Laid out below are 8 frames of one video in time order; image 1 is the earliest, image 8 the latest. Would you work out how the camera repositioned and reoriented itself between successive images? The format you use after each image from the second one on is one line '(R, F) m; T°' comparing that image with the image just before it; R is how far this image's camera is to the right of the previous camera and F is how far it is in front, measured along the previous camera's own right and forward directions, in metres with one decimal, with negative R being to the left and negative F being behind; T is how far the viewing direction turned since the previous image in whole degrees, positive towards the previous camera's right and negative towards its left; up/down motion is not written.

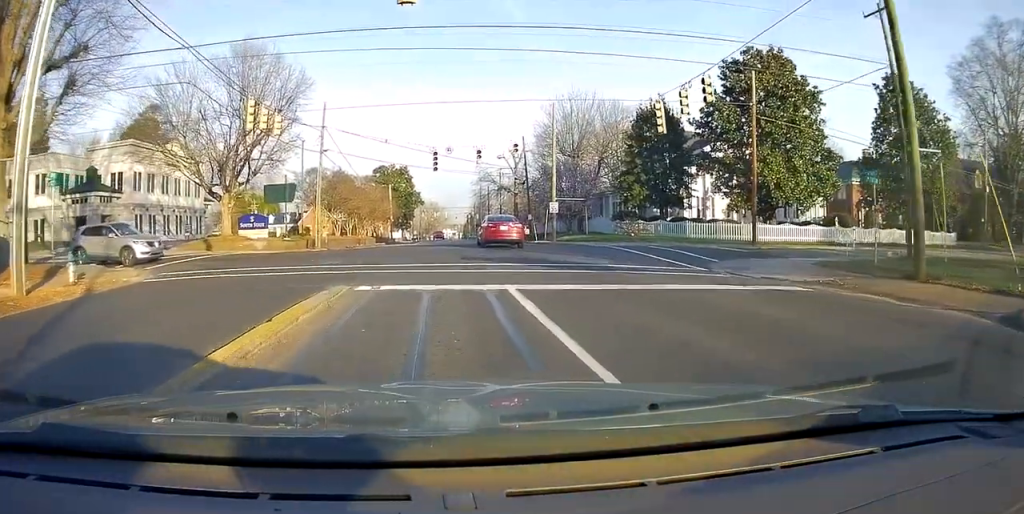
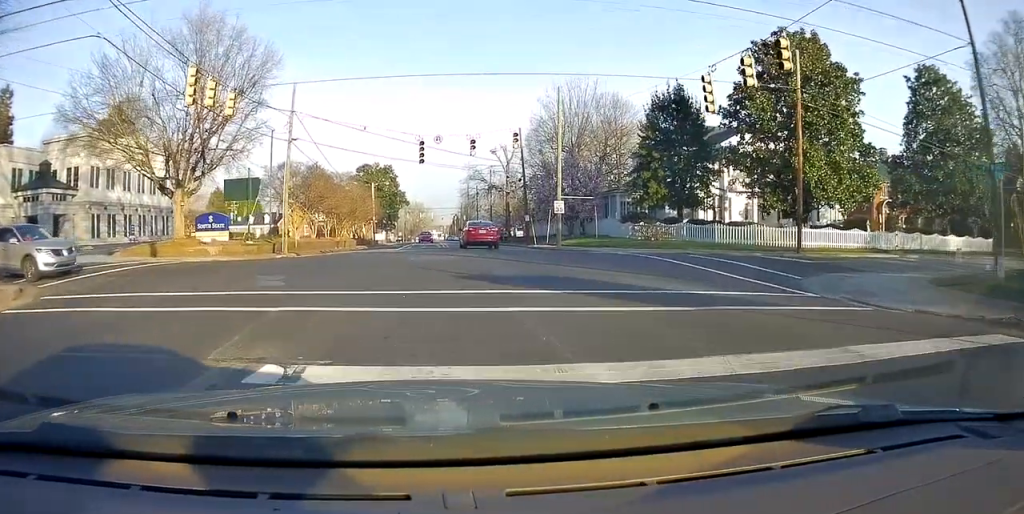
(-0.1, +7.0) m; -3°
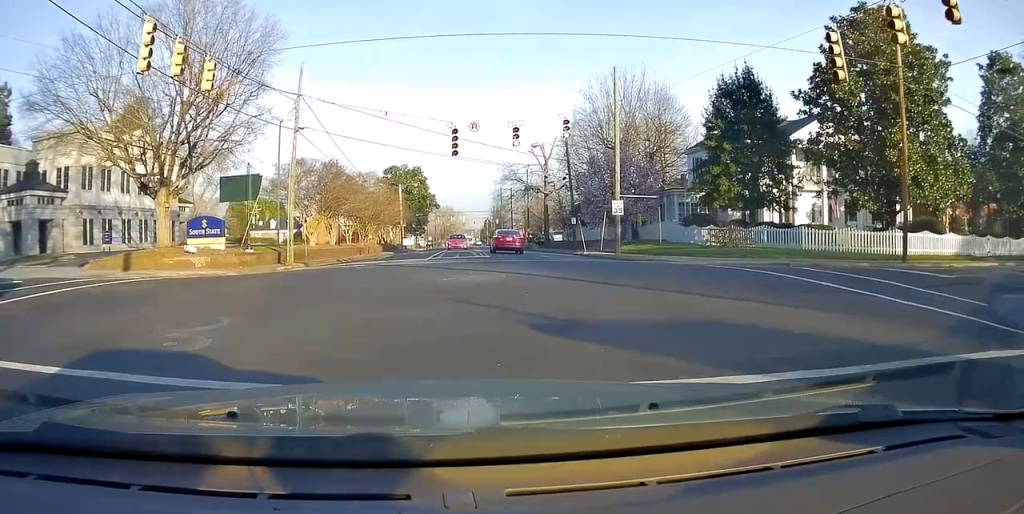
(-0.3, +5.9) m; -7°
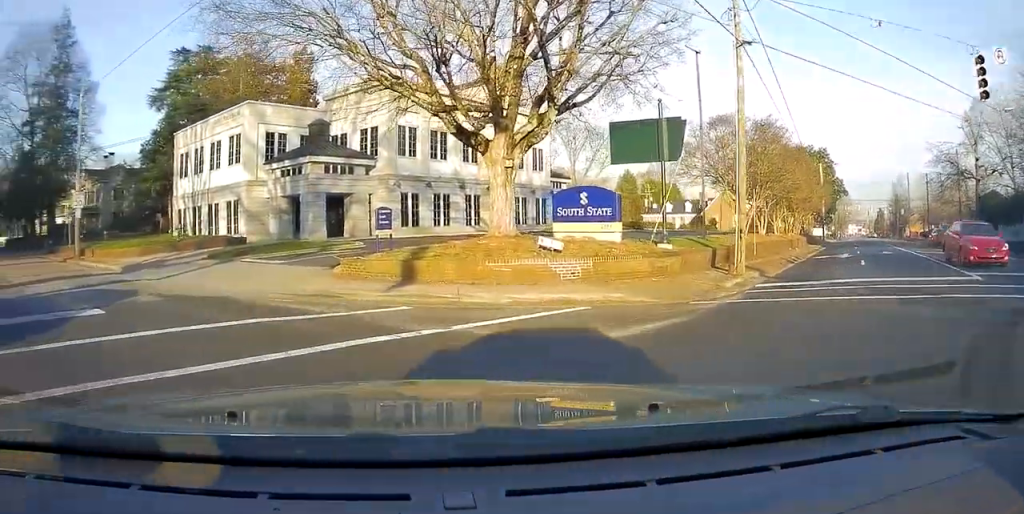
(-1.4, +11.4) m; -22°
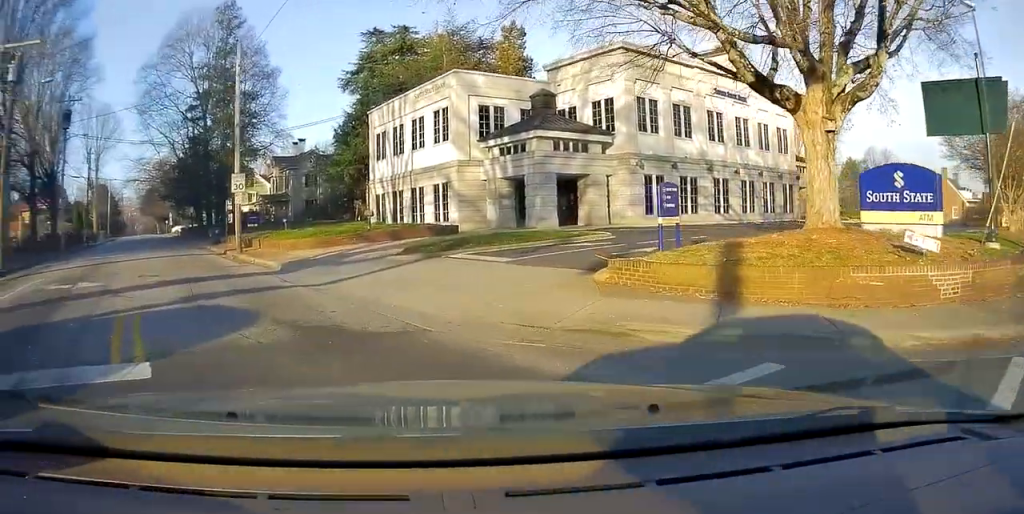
(-0.2, +4.2) m; -15°
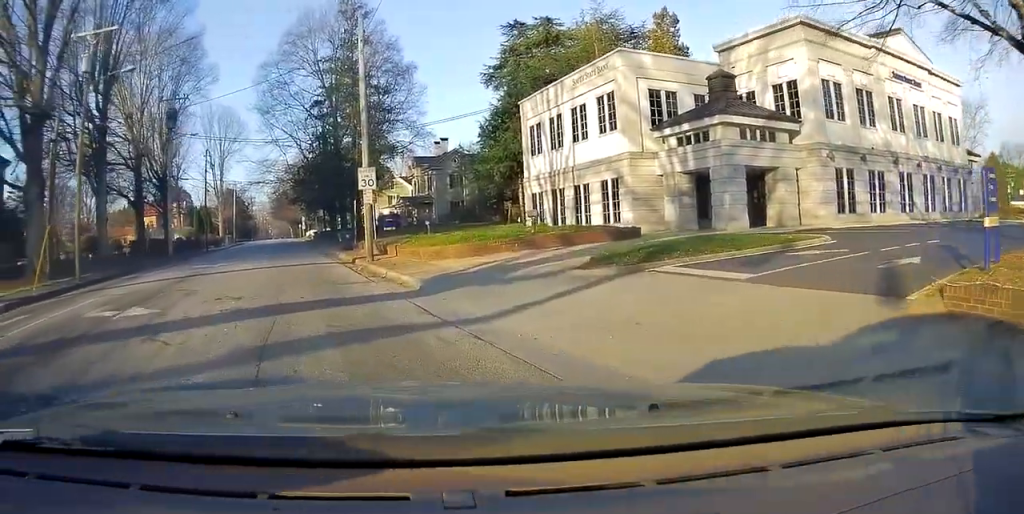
(-0.8, +3.8) m; -12°
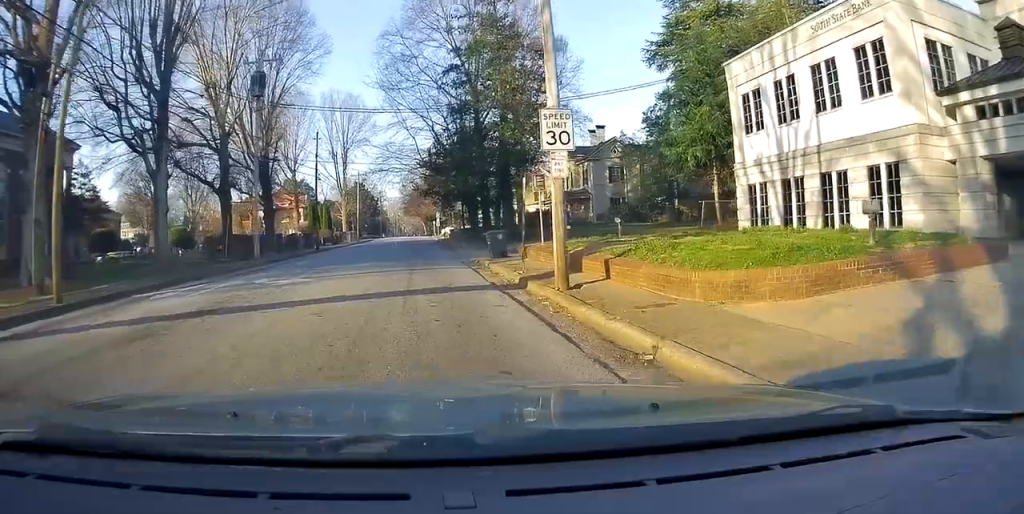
(-1.2, +7.9) m; -19°
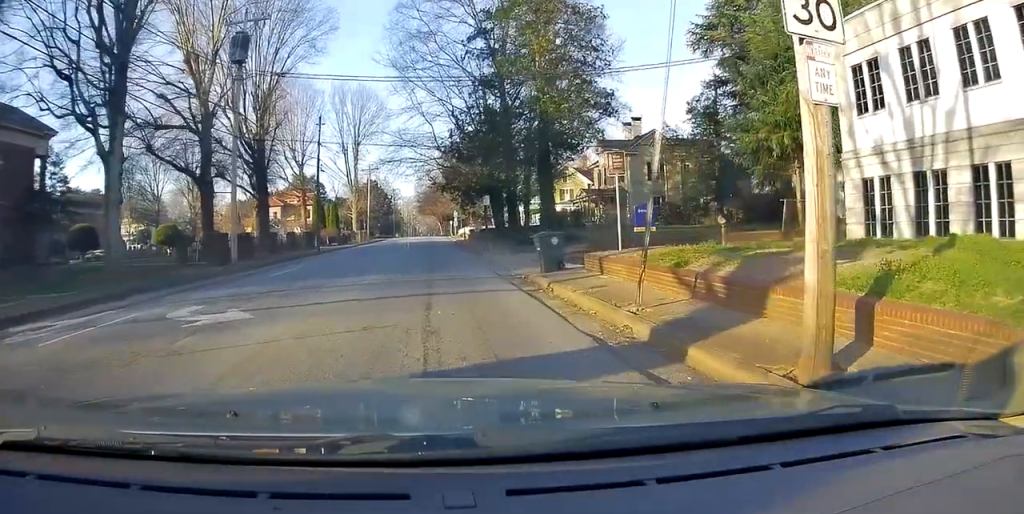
(-0.7, +5.6) m; -8°
